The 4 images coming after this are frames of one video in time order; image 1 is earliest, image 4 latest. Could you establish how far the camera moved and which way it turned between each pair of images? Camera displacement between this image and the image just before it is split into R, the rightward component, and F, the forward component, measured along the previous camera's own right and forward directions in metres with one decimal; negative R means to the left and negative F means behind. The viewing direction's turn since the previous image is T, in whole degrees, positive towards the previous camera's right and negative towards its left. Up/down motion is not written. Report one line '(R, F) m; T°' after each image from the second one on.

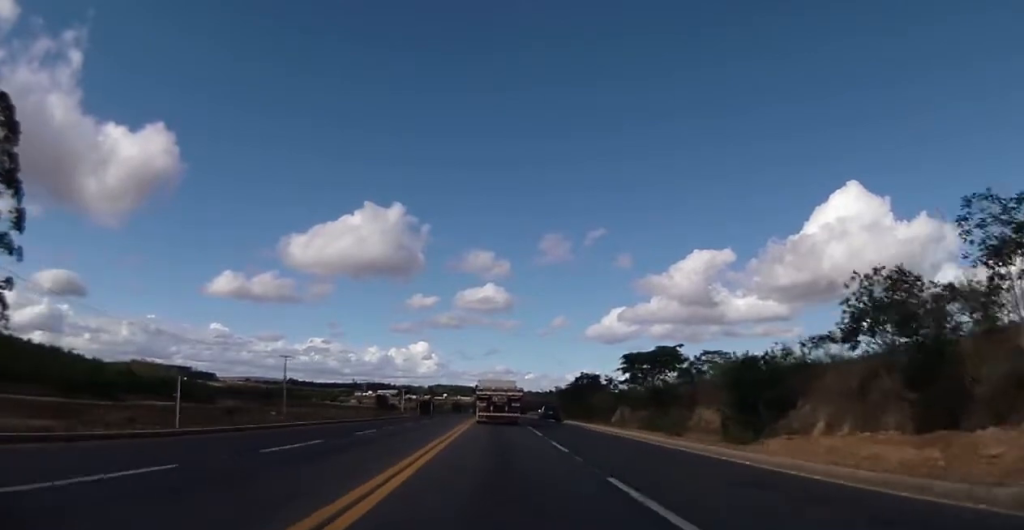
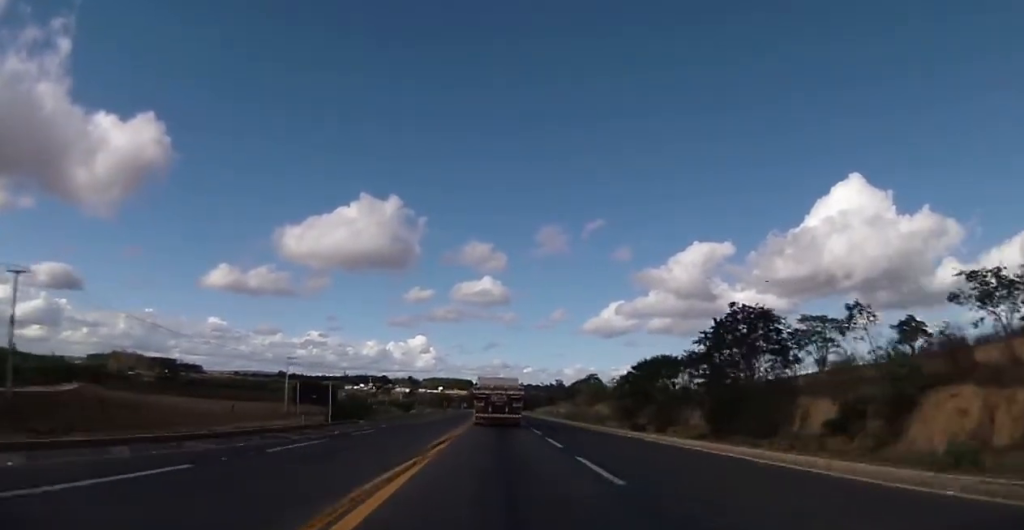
(-2.0, +65.1) m; 0°
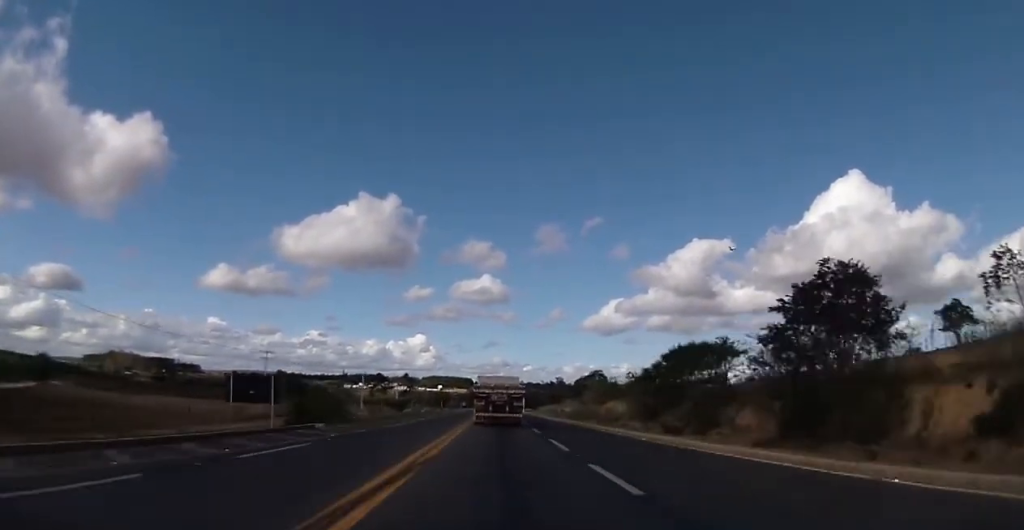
(+0.2, +10.8) m; 0°
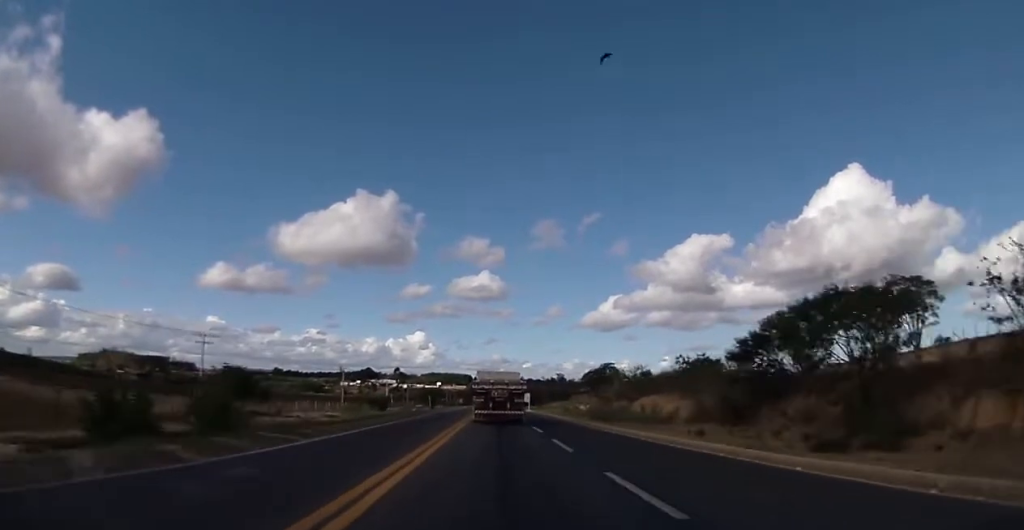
(-0.6, +22.0) m; -1°
